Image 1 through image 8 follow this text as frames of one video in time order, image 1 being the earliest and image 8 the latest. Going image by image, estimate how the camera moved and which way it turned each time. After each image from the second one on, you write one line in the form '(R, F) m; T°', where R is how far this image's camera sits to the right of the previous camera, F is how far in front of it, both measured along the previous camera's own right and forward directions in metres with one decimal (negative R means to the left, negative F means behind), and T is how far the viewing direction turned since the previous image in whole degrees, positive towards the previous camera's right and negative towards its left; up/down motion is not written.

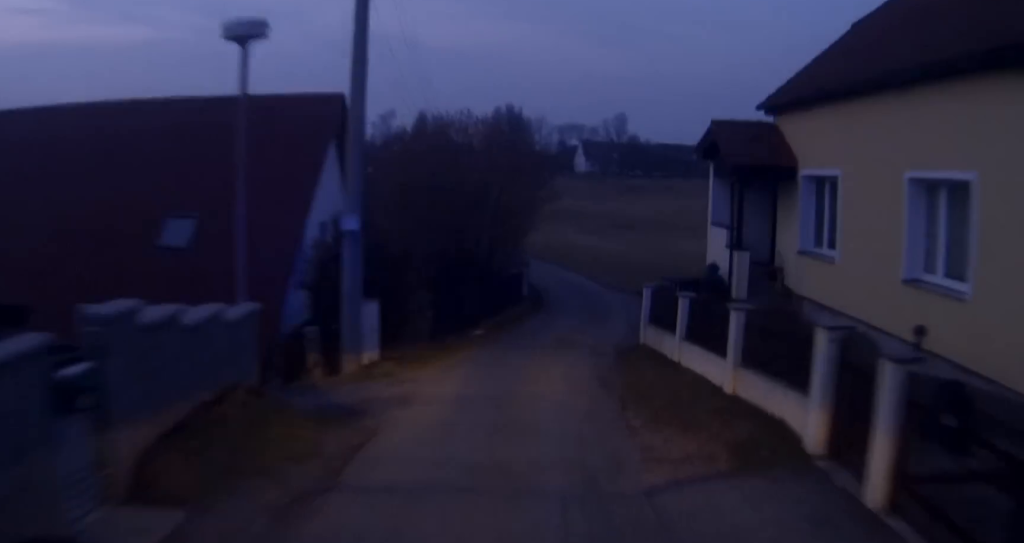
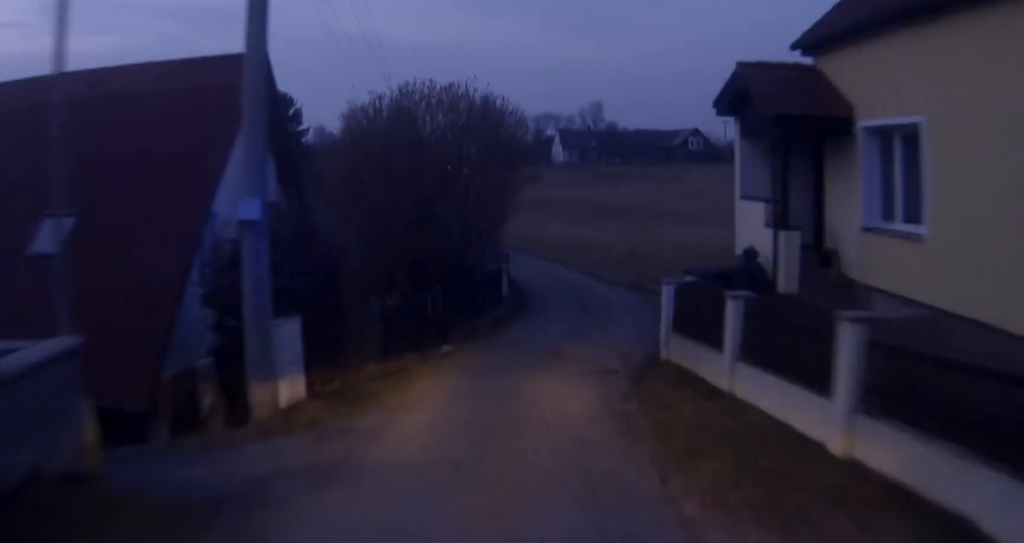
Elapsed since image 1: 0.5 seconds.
(+0.1, +4.2) m; +2°
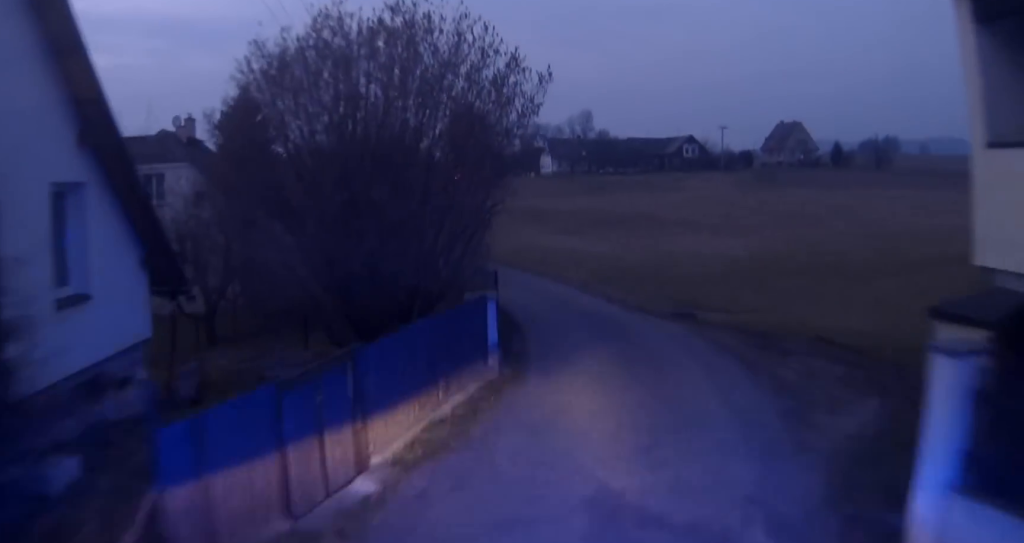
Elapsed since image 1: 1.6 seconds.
(+0.3, +8.2) m; +10°
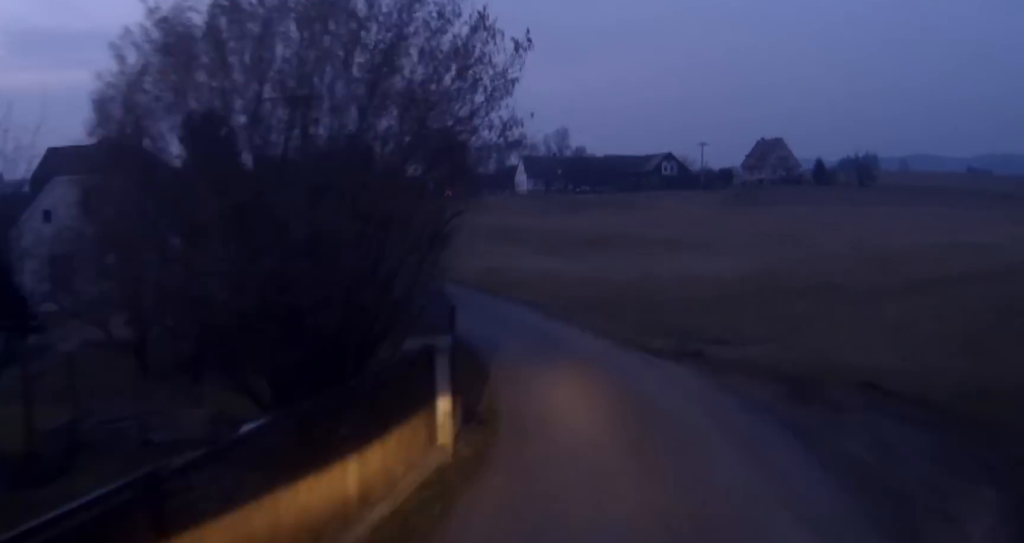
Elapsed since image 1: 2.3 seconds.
(+0.5, +3.5) m; +12°
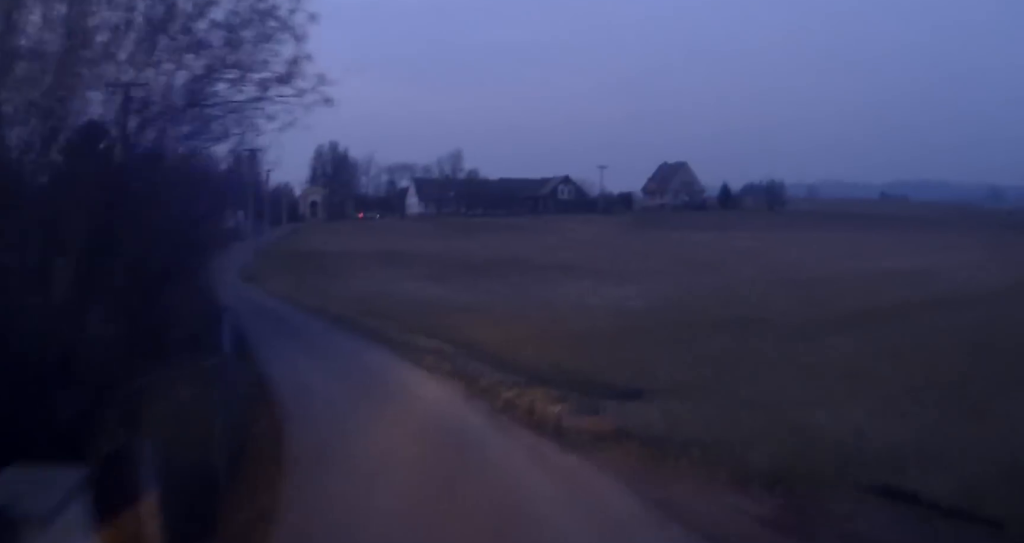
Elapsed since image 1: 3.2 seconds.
(+0.7, +4.0) m; +5°
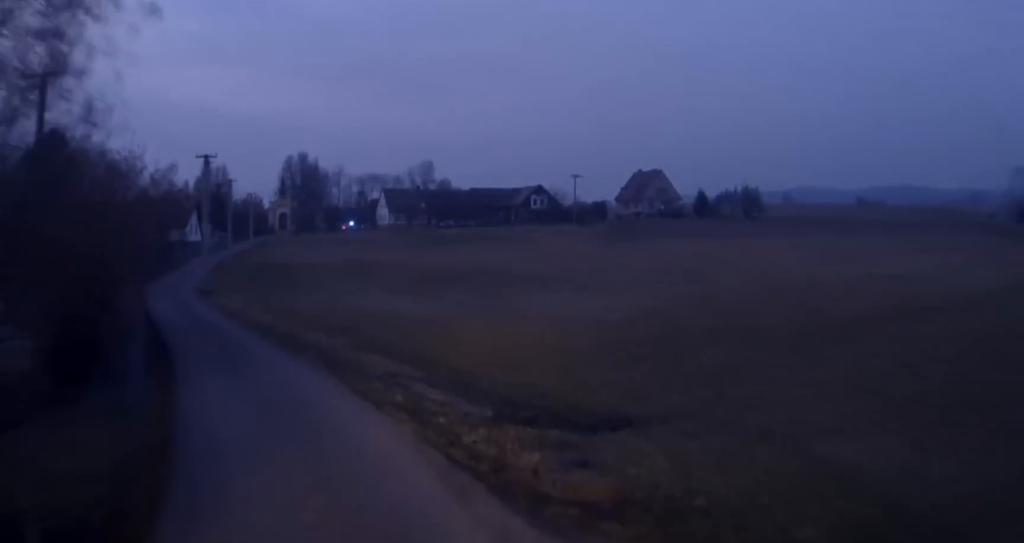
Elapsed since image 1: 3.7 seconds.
(+0.2, +1.9) m; -3°
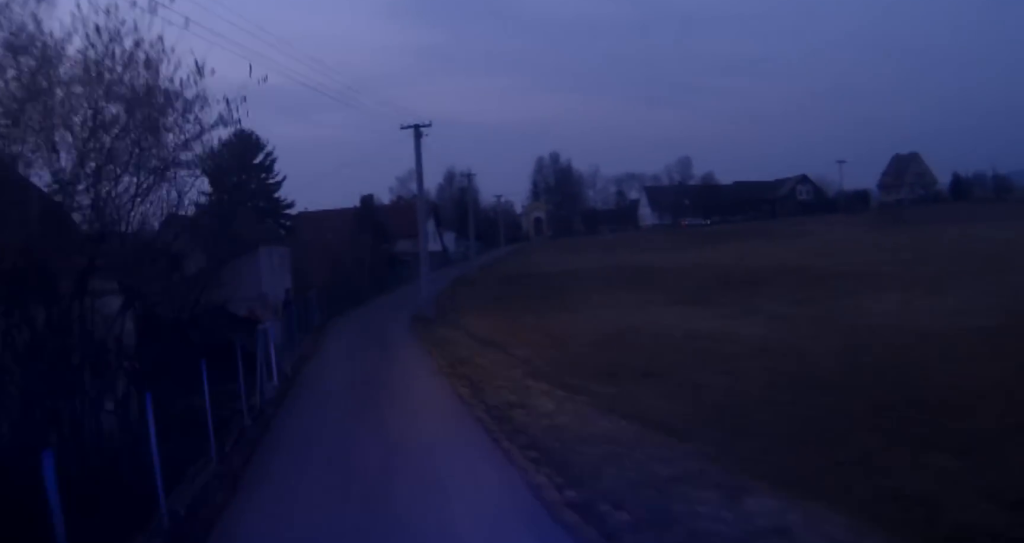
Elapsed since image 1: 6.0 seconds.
(-4.3, +11.8) m; -28°
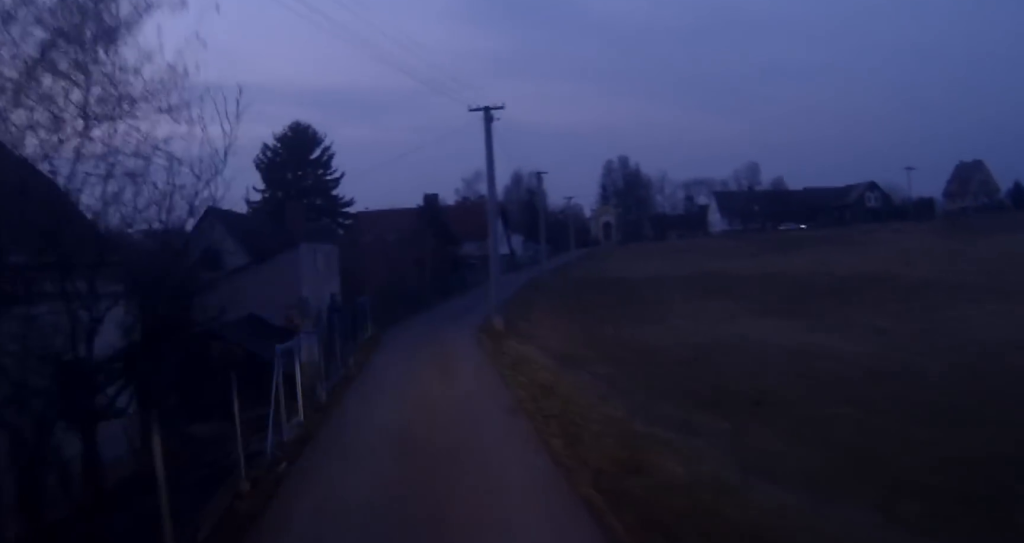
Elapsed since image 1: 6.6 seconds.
(-0.1, +3.8) m; -2°
